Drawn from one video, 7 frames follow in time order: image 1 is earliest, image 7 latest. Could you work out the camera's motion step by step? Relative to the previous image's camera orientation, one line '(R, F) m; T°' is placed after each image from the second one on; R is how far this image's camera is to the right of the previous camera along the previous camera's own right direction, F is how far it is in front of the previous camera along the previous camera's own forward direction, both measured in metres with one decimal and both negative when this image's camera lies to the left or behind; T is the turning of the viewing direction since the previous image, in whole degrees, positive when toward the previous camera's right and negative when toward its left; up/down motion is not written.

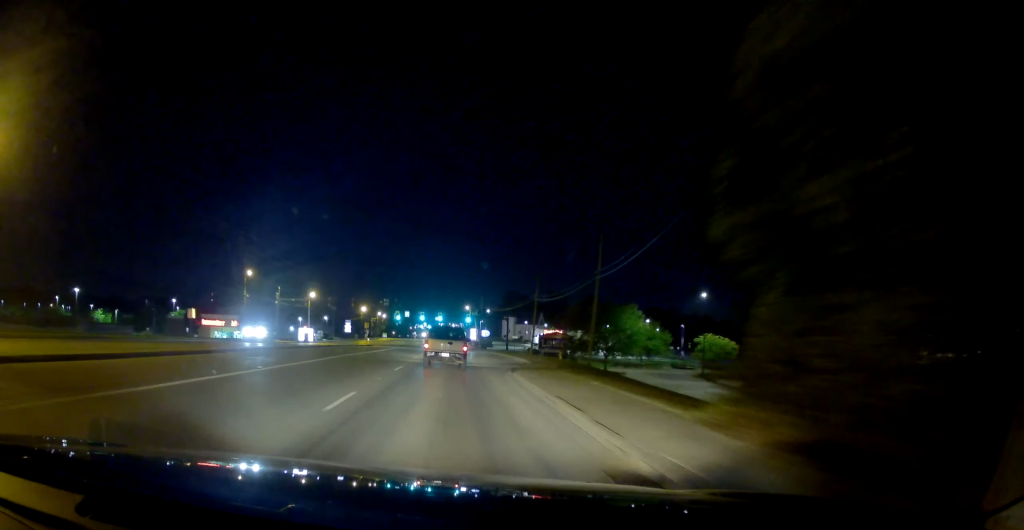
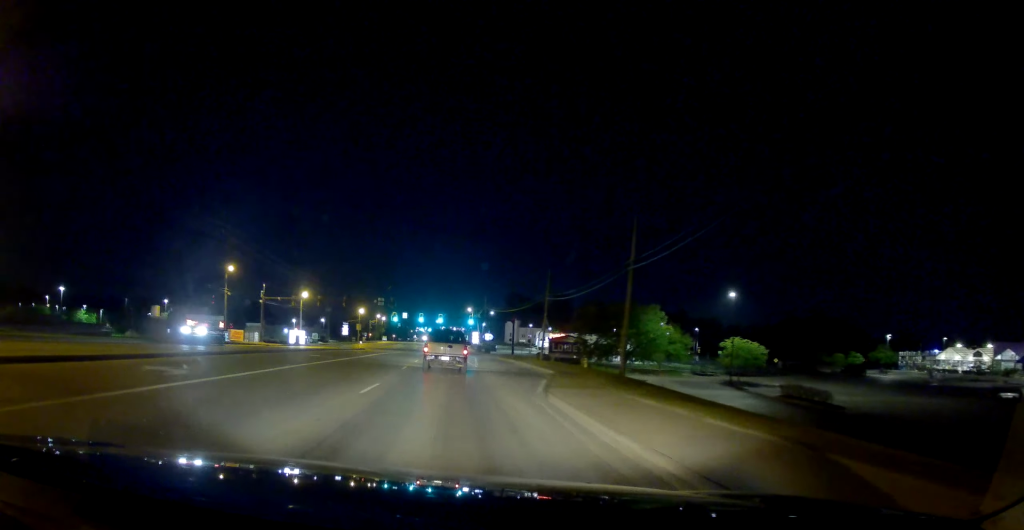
(0.0, +8.9) m; 0°
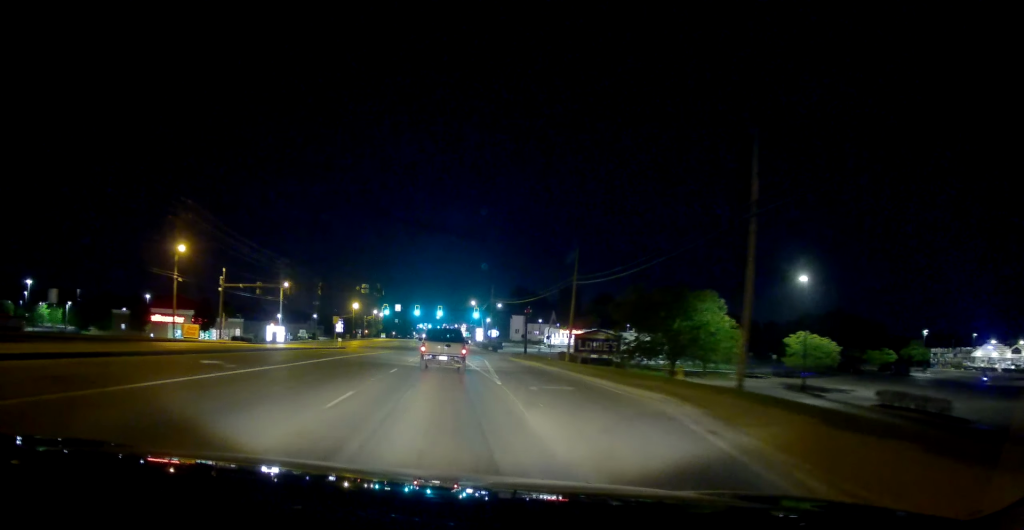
(+0.1, +16.2) m; +2°
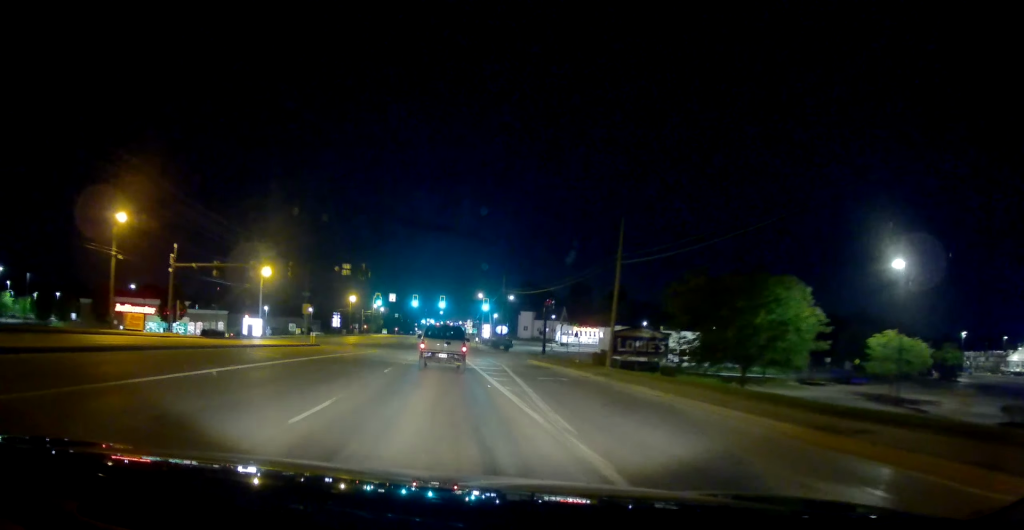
(+0.3, +14.6) m; +3°
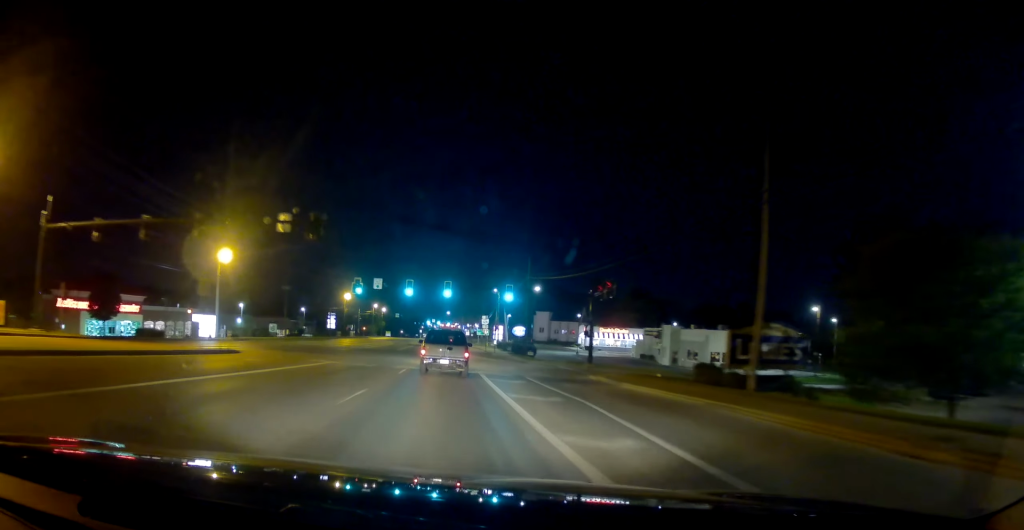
(+0.5, +21.6) m; -1°
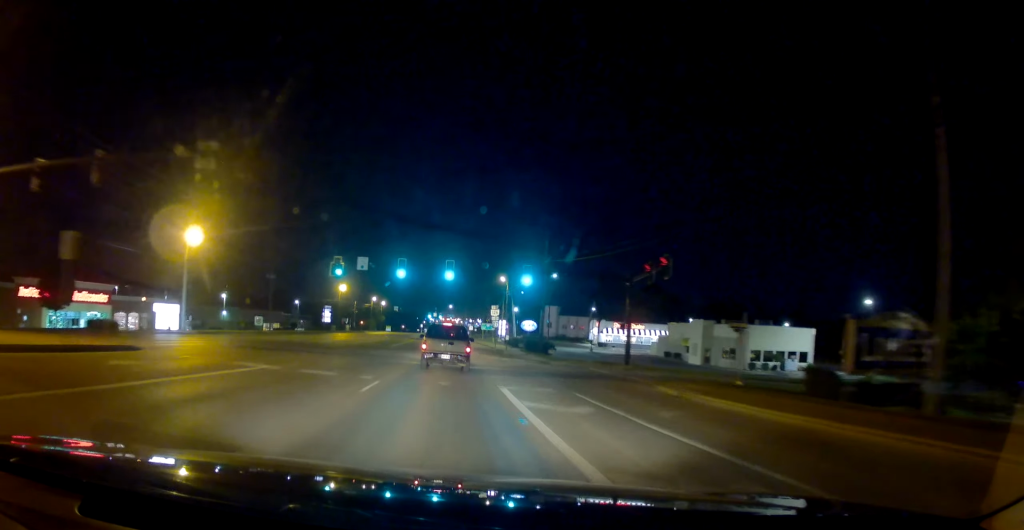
(-0.5, +10.7) m; -2°
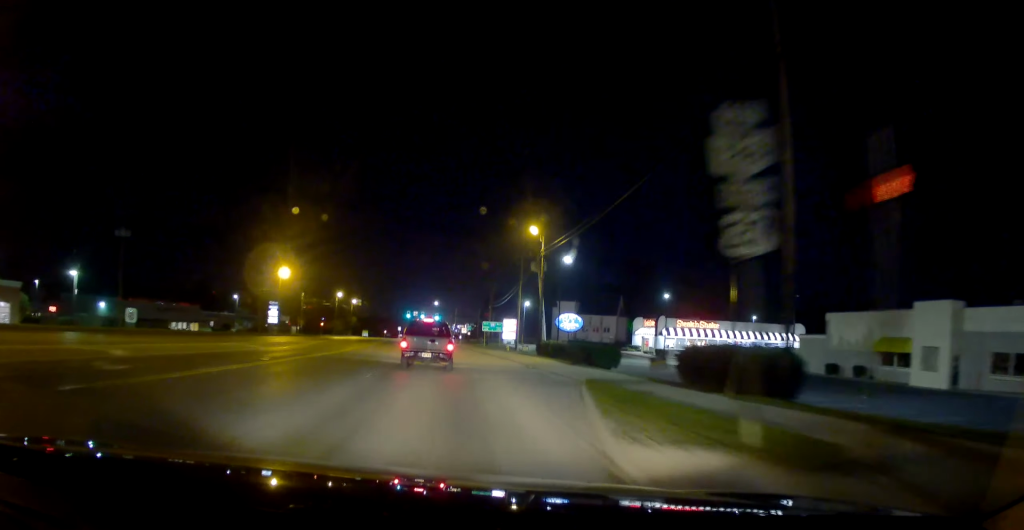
(-0.9, +44.6) m; +1°
